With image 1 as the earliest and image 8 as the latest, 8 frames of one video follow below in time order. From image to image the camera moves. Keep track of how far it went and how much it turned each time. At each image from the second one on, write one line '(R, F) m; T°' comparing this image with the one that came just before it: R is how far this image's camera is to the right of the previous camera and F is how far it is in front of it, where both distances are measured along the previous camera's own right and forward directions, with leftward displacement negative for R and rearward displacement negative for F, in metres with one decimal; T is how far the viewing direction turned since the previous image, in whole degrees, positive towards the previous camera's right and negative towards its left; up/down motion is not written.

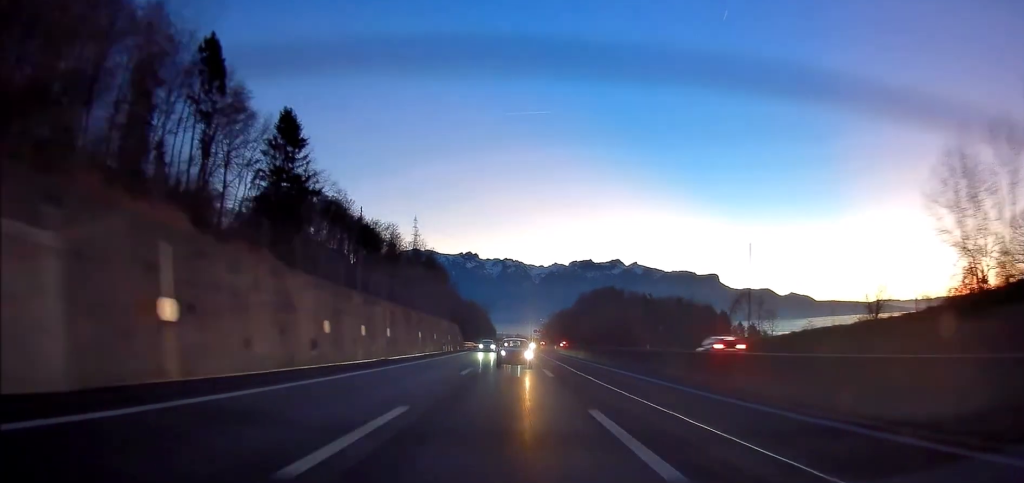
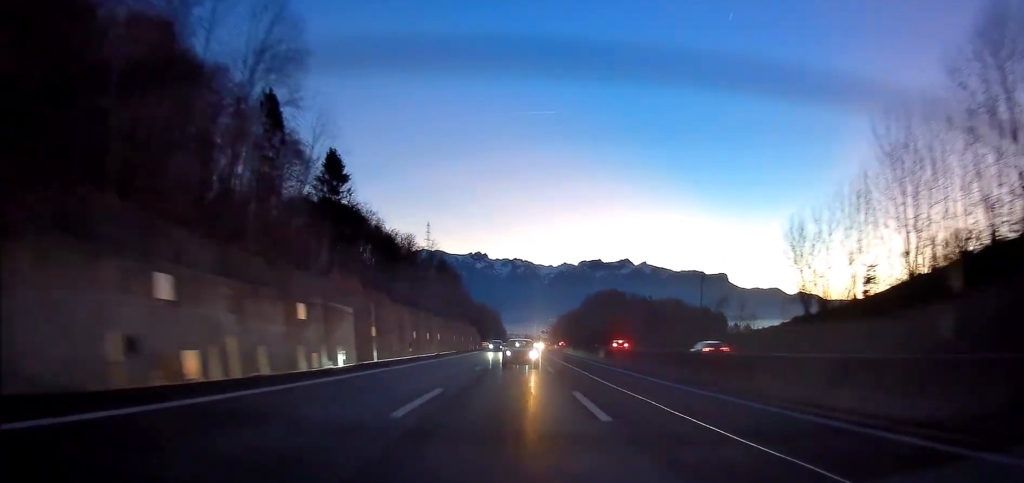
(-0.1, +22.4) m; -1°
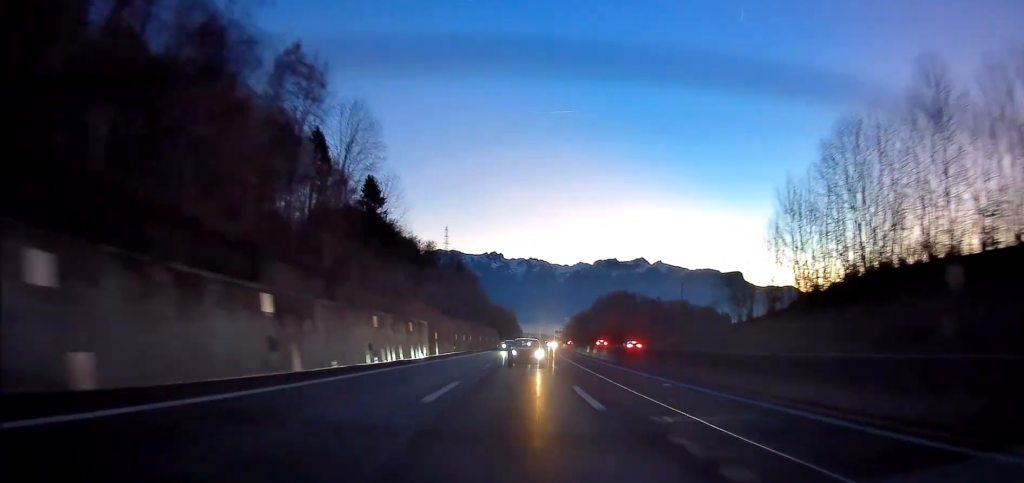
(-0.1, +20.3) m; -1°
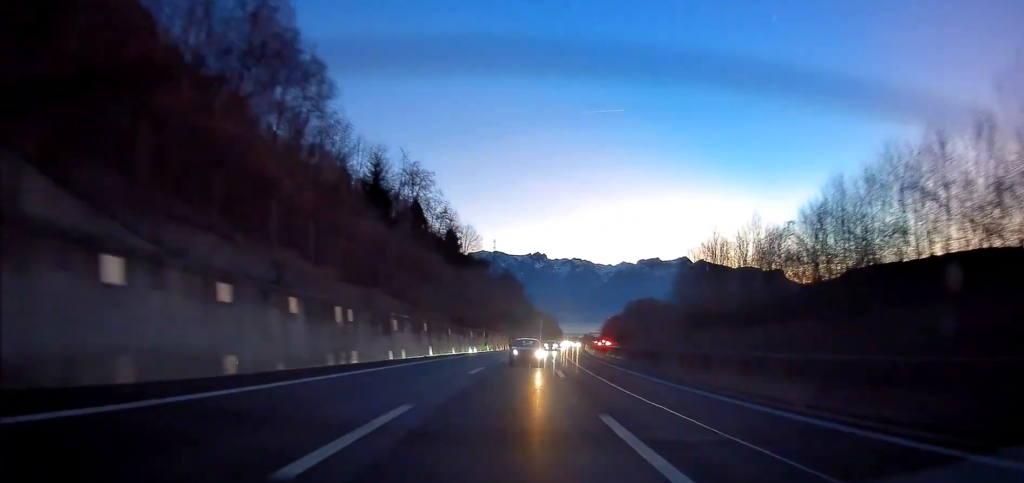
(-2.0, +64.2) m; -4°
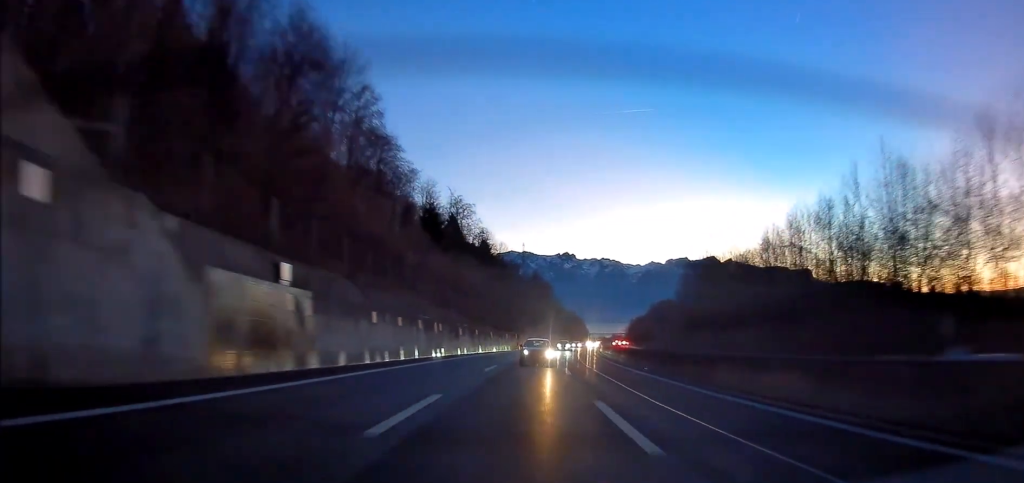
(-0.3, +20.4) m; -2°
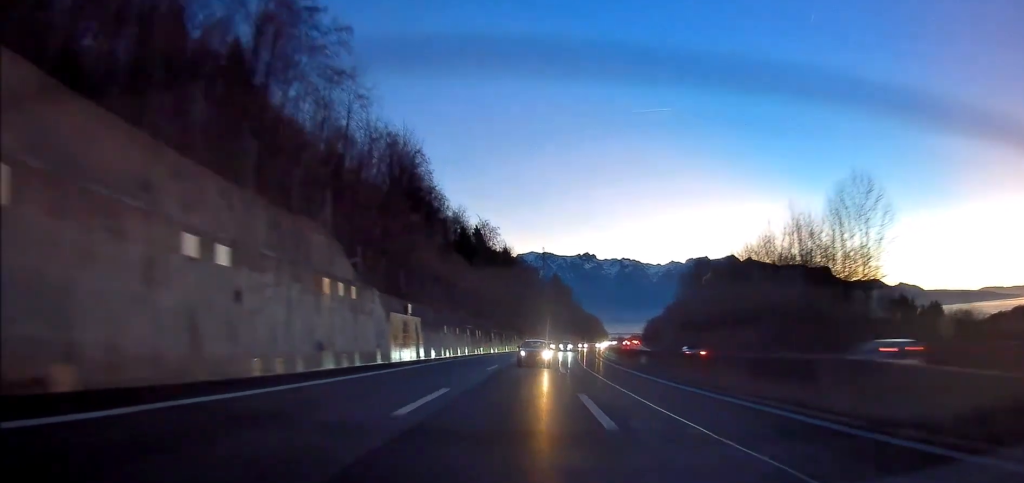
(-0.2, +20.4) m; -2°
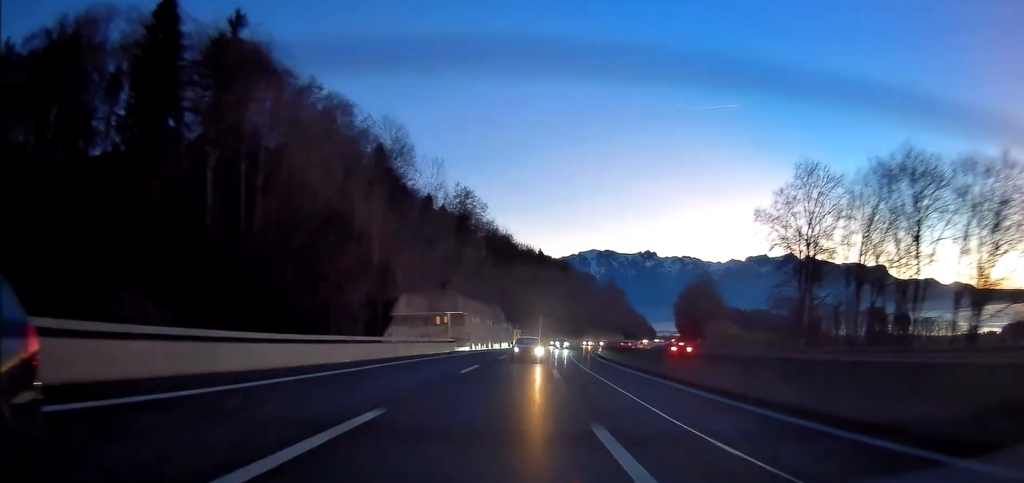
(-3.7, +65.3) m; -6°
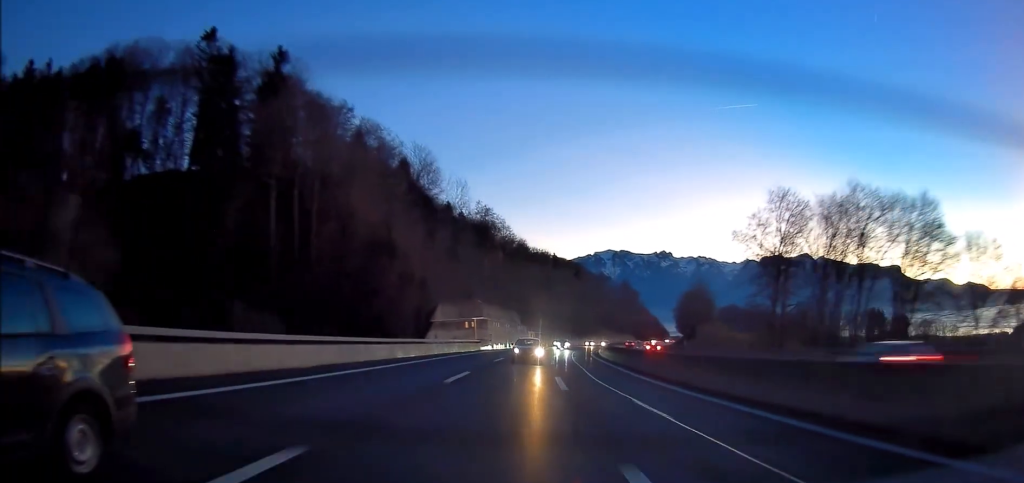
(-0.1, +14.0) m; -1°
